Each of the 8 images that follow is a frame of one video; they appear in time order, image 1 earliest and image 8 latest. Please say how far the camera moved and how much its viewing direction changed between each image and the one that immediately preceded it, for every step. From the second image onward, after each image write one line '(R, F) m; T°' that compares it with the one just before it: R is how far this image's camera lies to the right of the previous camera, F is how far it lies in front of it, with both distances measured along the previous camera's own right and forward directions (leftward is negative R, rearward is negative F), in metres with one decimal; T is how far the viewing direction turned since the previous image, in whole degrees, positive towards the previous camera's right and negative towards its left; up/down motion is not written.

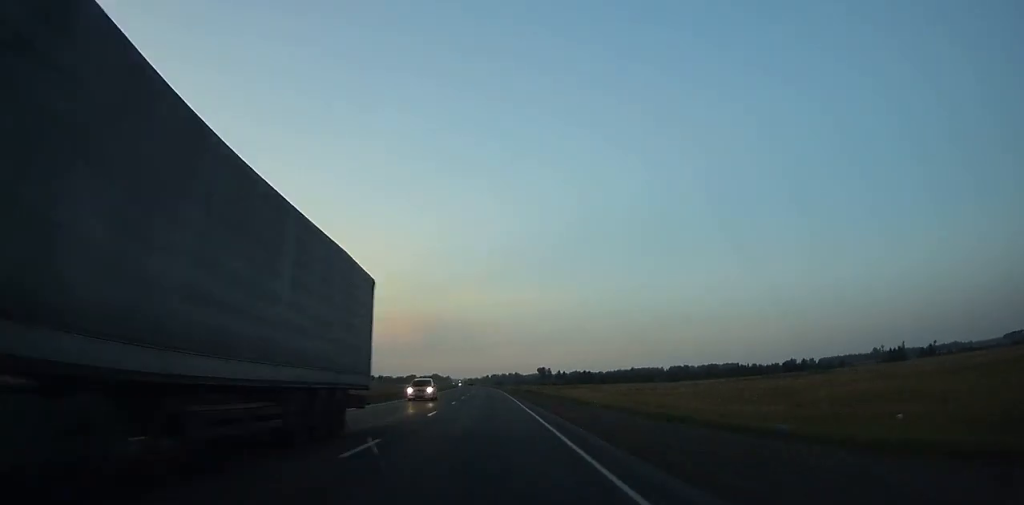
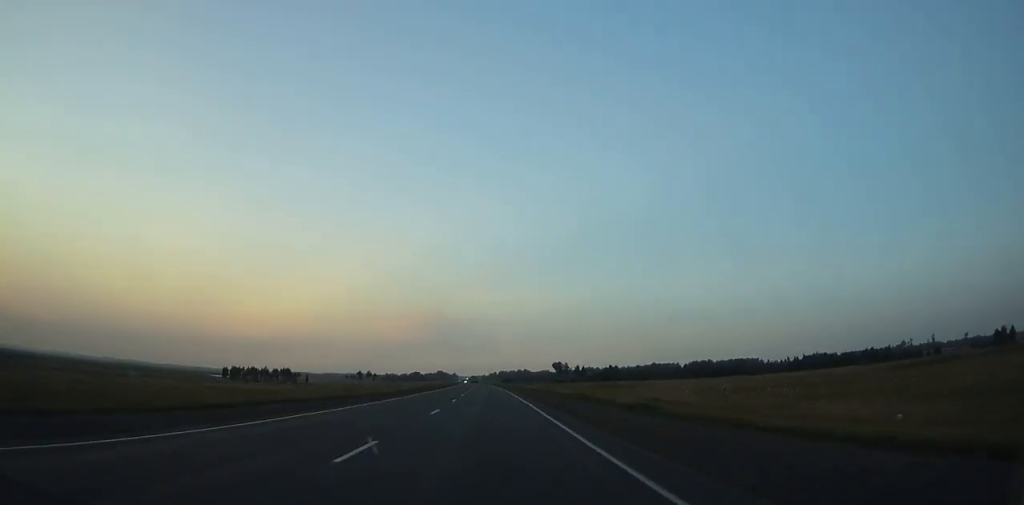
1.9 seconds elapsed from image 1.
(-0.5, +47.9) m; -1°
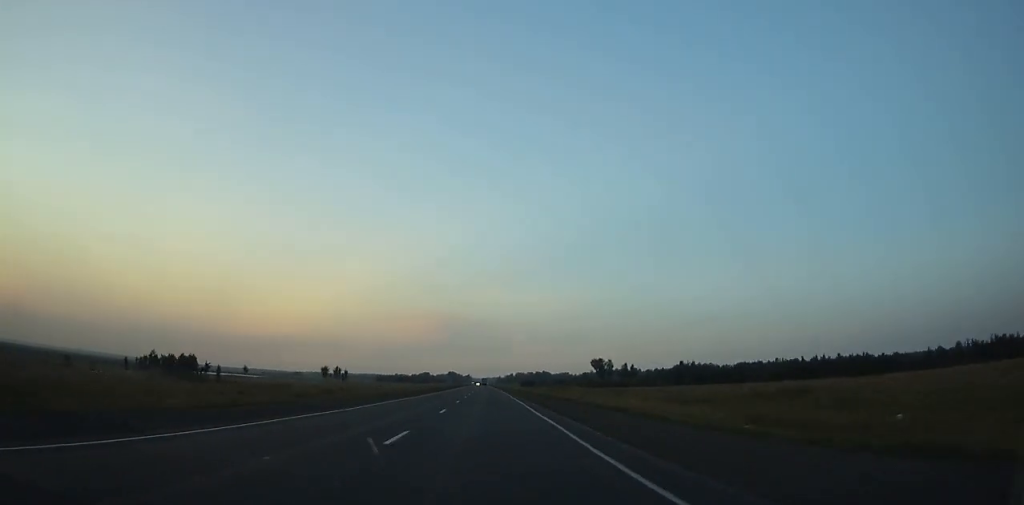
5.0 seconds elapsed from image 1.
(-0.9, +78.7) m; -1°
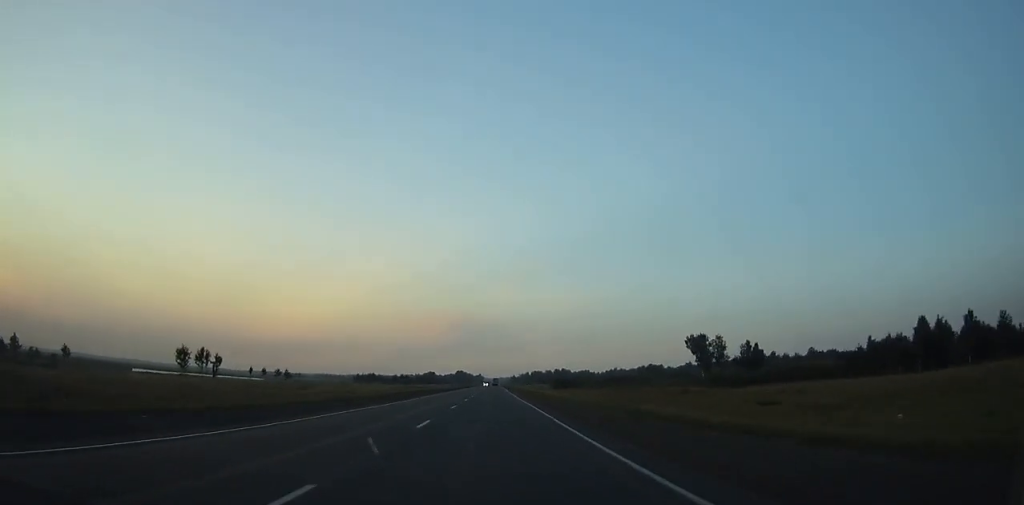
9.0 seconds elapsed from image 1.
(-1.2, +102.2) m; -1°
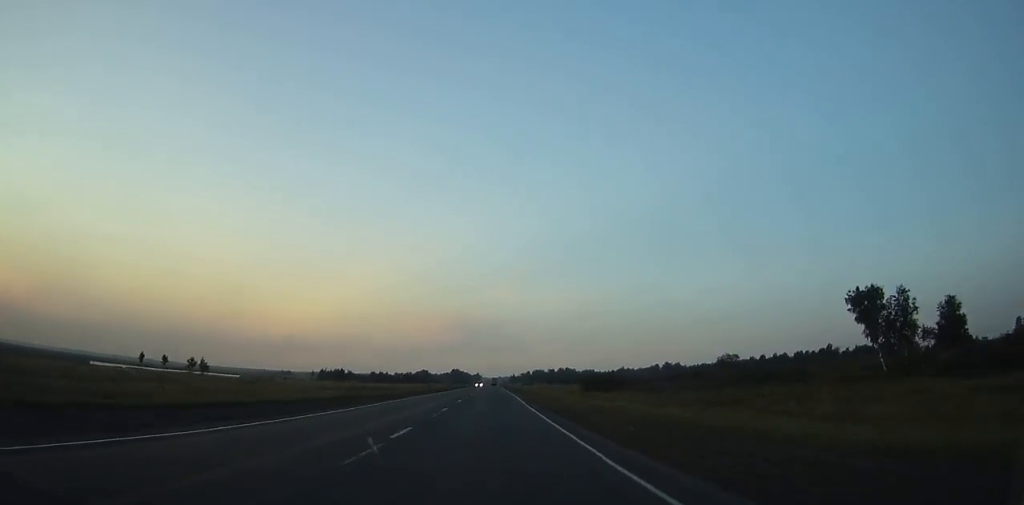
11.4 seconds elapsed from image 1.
(-0.3, +61.4) m; 0°
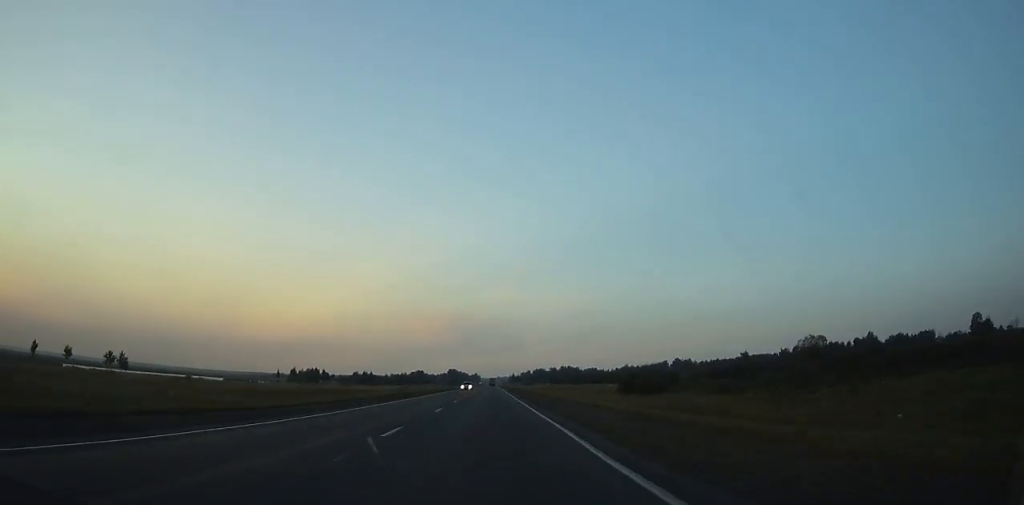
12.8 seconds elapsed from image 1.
(0.0, +35.5) m; 0°
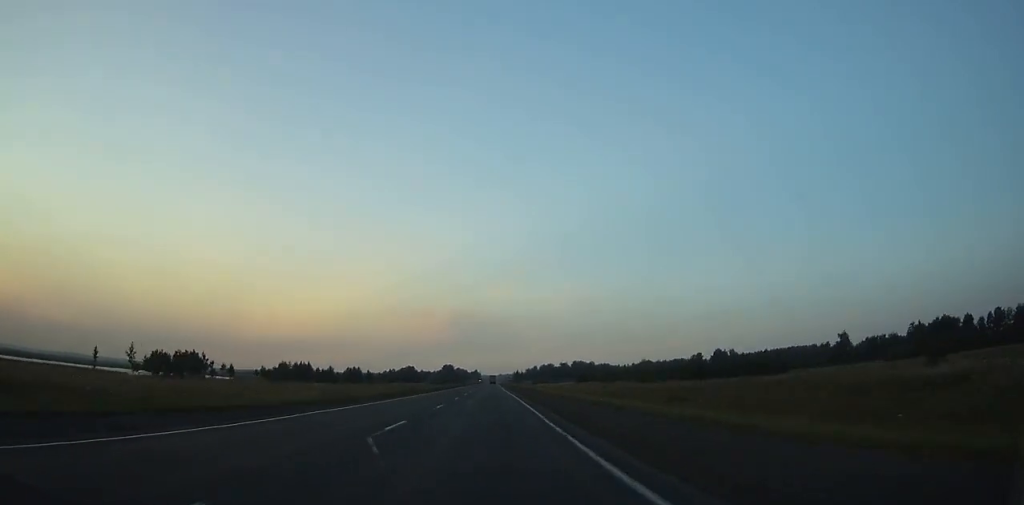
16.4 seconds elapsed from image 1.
(-0.2, +89.9) m; 0°
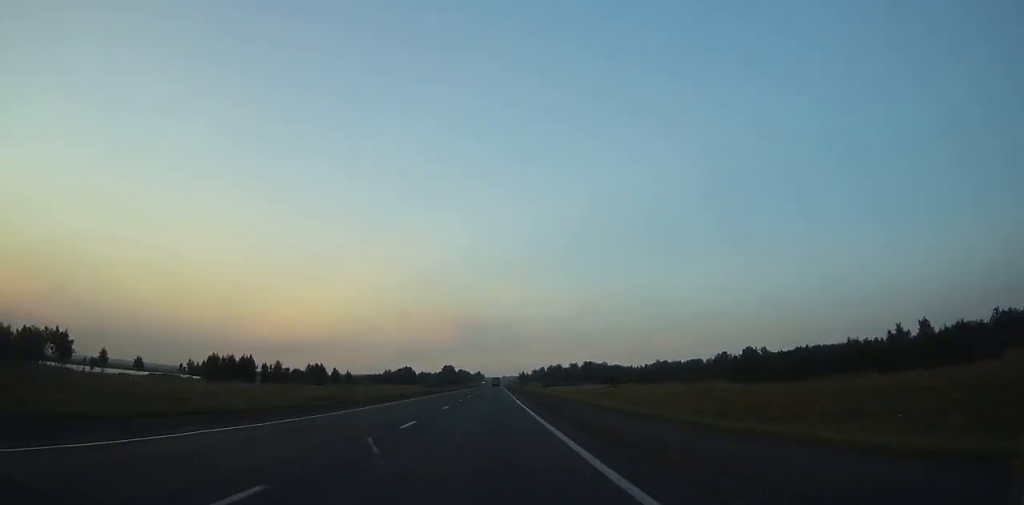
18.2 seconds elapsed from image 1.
(0.0, +43.8) m; 0°
